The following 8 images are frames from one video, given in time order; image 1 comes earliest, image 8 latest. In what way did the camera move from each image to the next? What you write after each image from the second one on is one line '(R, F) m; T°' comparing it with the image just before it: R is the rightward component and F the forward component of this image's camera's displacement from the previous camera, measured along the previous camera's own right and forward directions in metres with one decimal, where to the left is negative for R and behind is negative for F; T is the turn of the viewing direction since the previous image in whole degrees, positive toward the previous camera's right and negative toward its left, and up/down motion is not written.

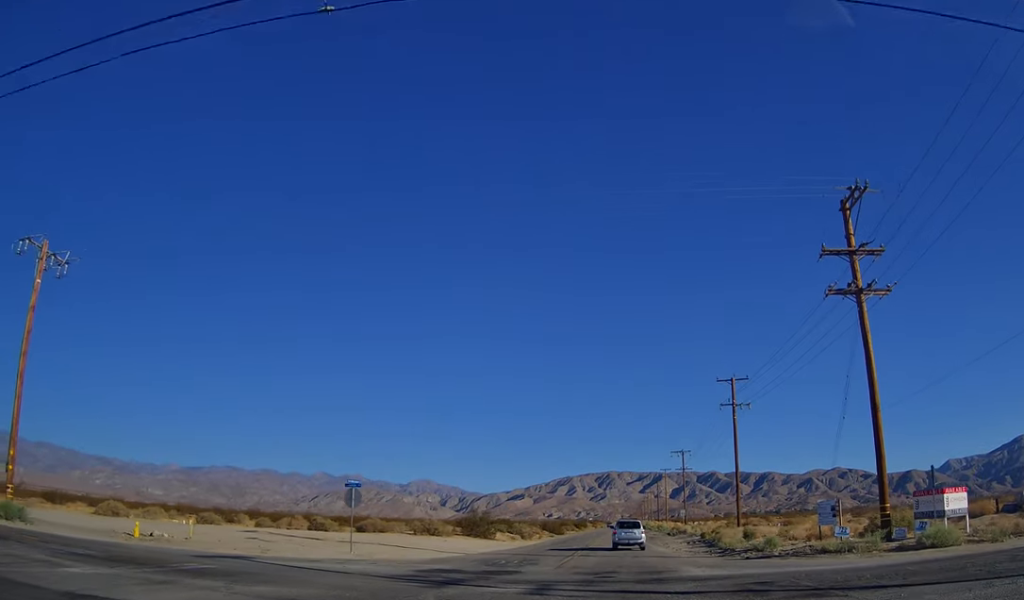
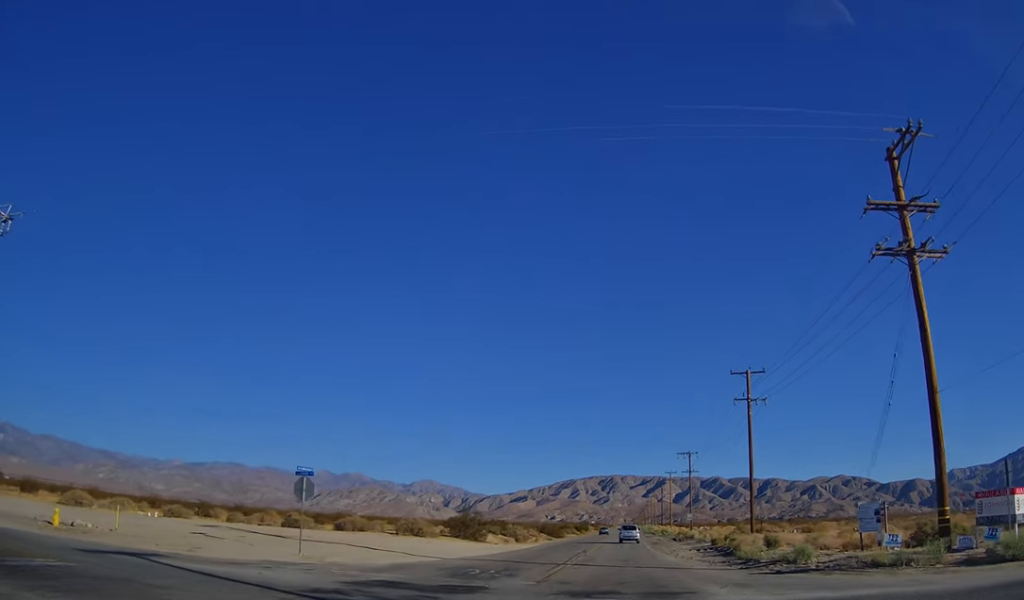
(-0.1, +8.9) m; -2°
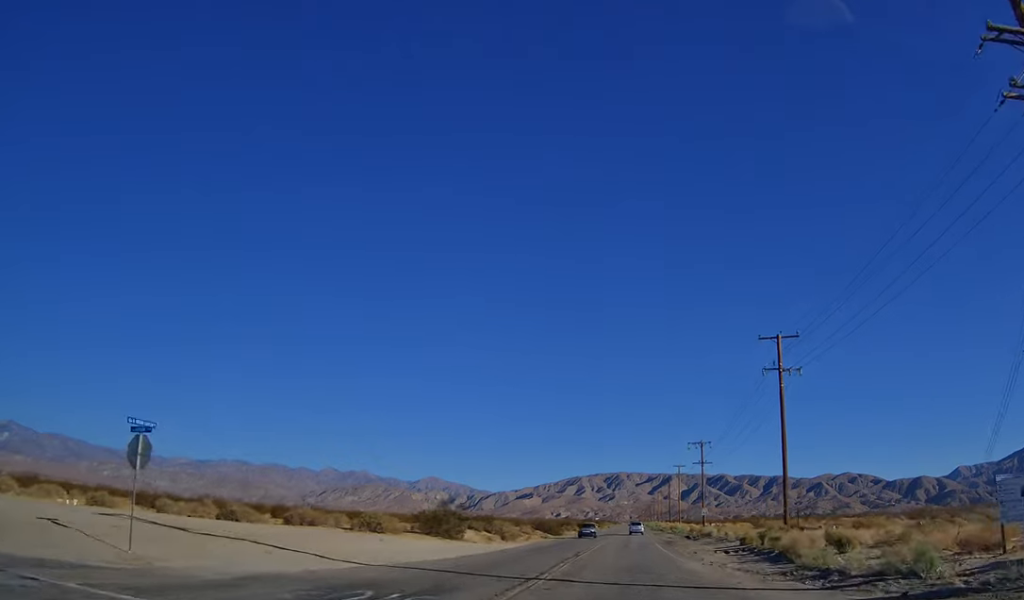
(0.0, +8.6) m; 0°
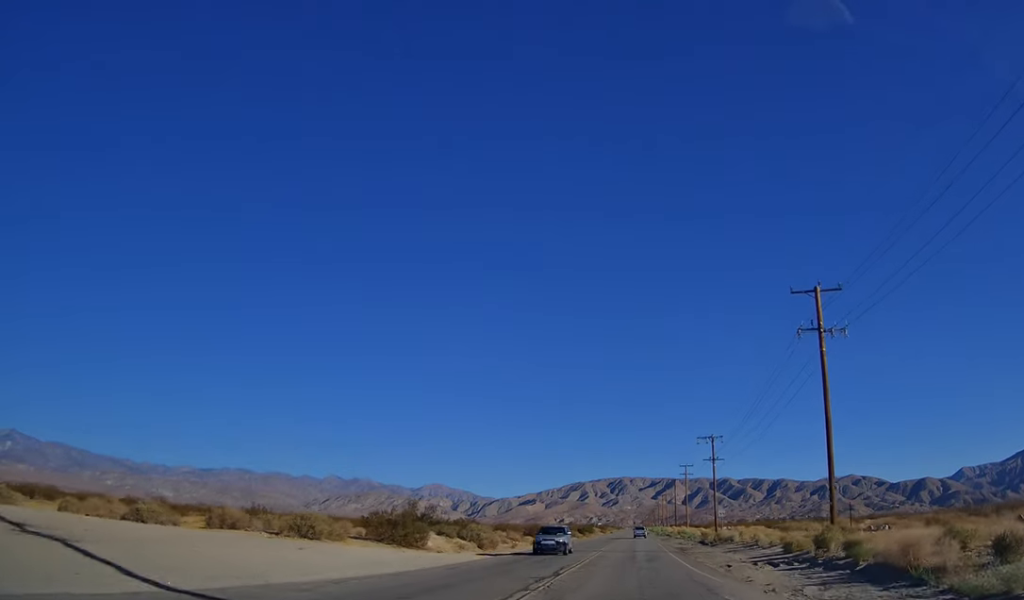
(0.0, +7.7) m; 0°
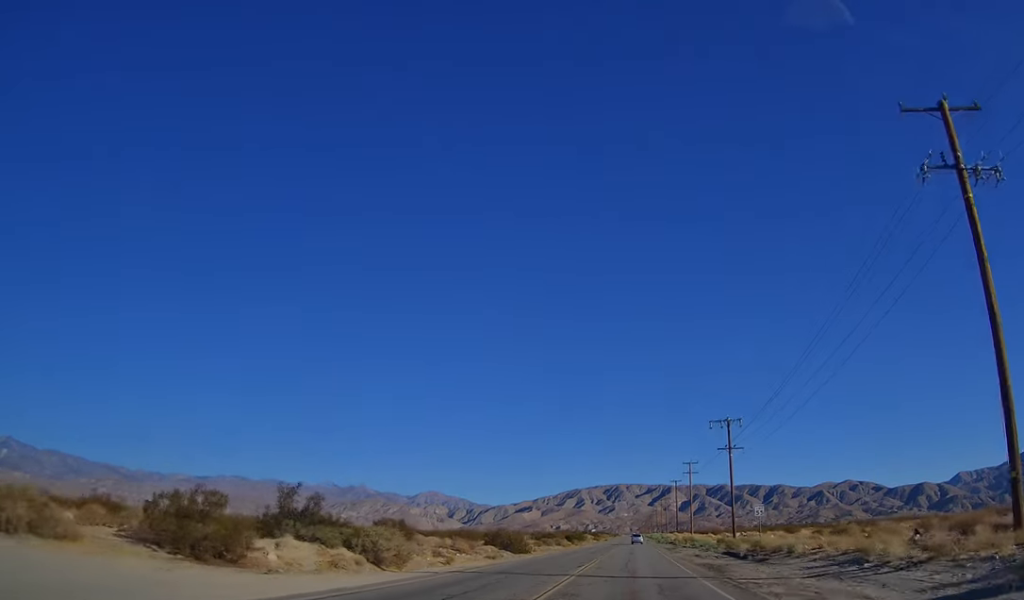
(0.0, +14.6) m; 0°
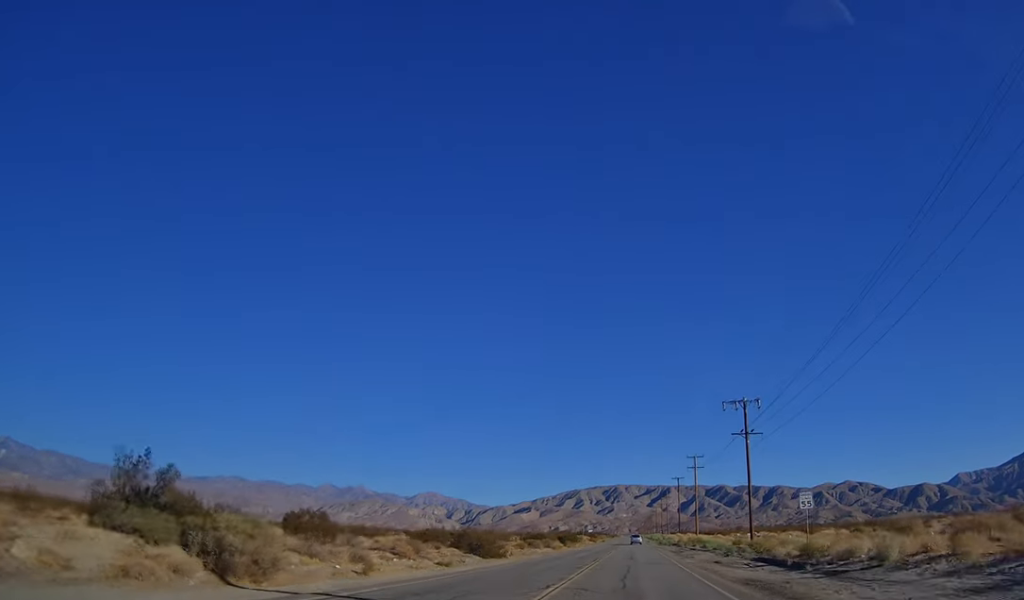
(0.0, +8.7) m; 0°
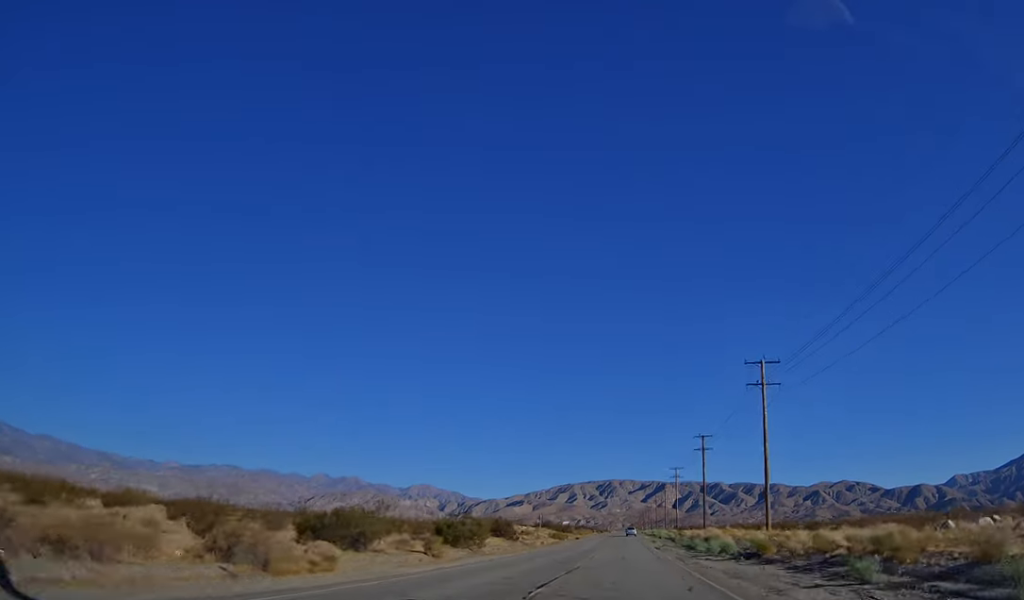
(0.0, +58.1) m; 0°
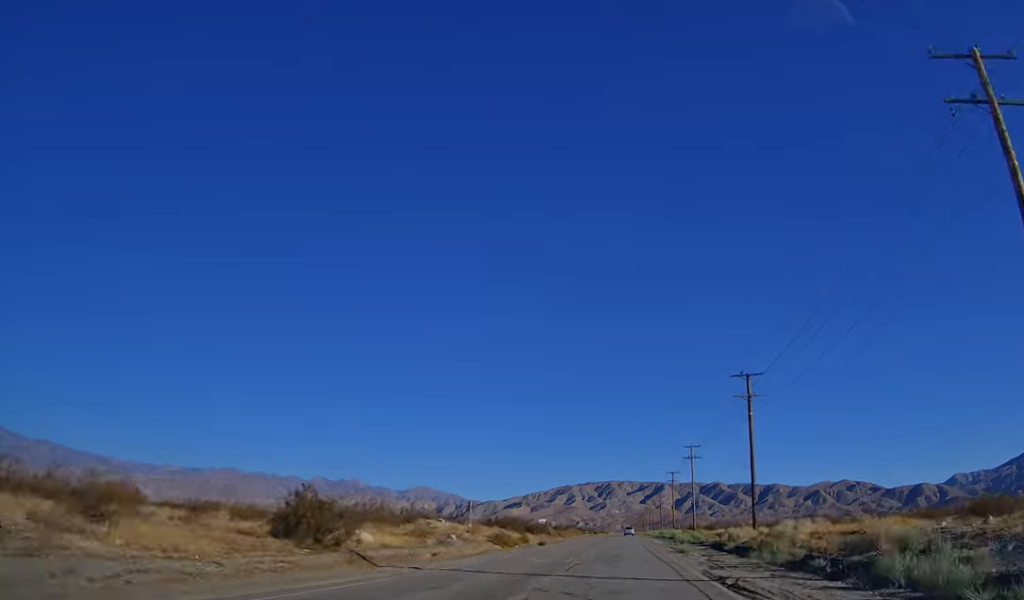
(+0.2, +37.4) m; +1°
